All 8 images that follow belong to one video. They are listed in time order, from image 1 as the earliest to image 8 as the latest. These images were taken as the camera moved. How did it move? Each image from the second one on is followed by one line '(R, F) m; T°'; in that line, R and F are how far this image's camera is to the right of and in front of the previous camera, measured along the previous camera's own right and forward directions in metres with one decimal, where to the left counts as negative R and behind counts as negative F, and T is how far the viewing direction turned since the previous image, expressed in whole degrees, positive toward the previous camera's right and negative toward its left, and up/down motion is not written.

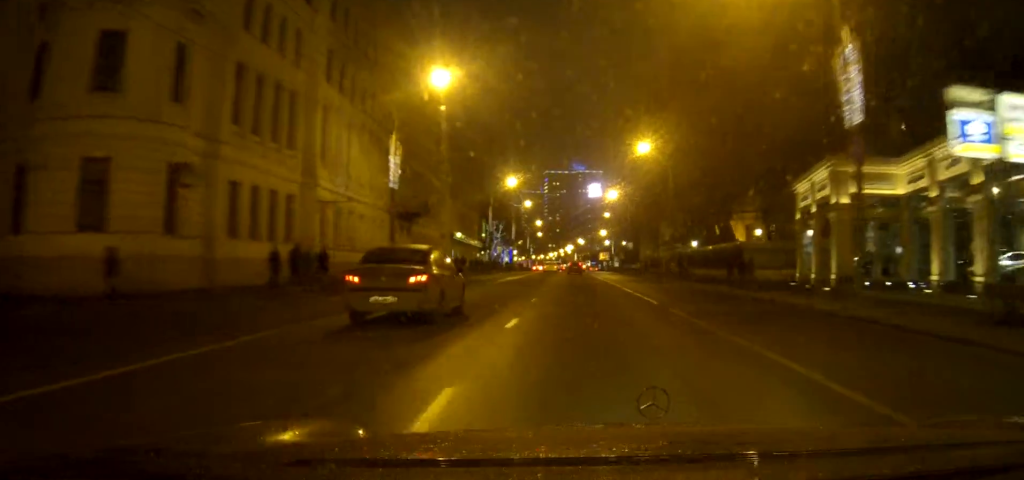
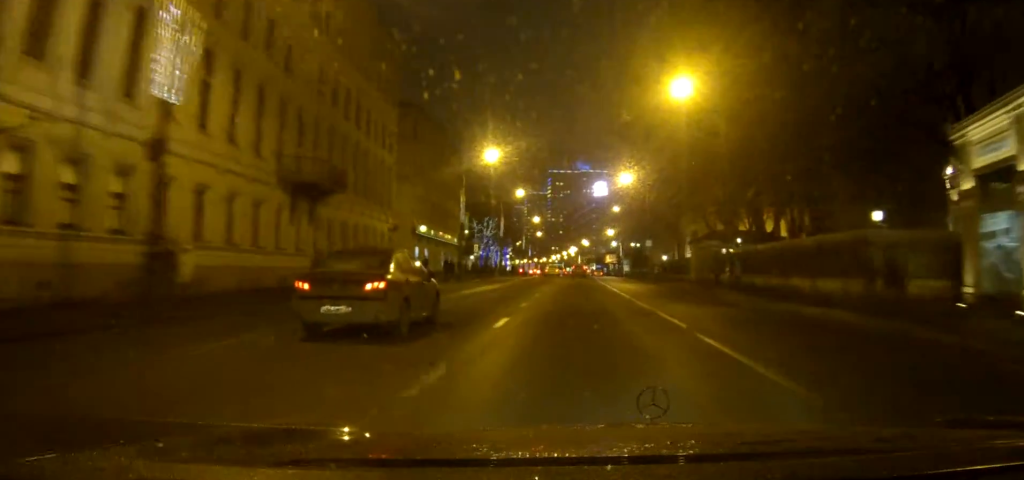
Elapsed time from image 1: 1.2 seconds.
(-0.1, +22.5) m; -1°
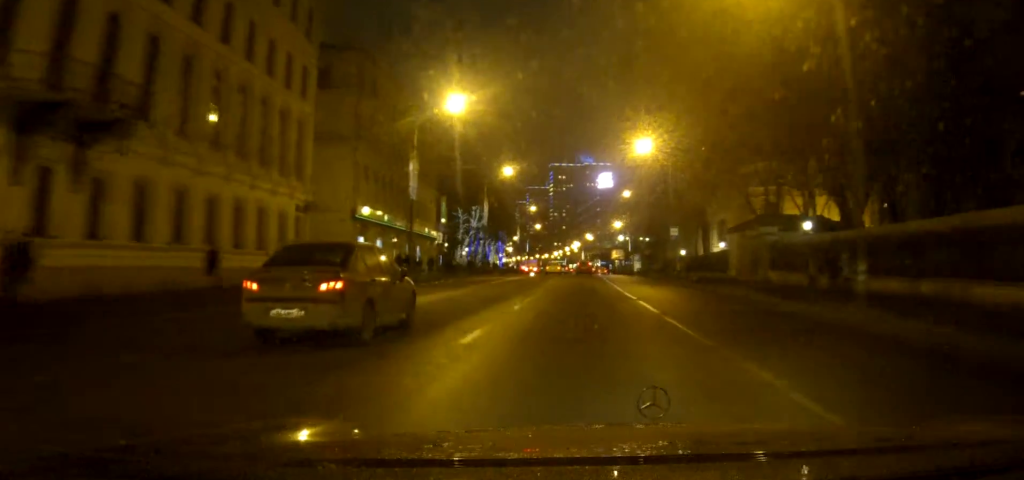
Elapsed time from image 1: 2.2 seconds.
(-0.1, +19.4) m; 0°
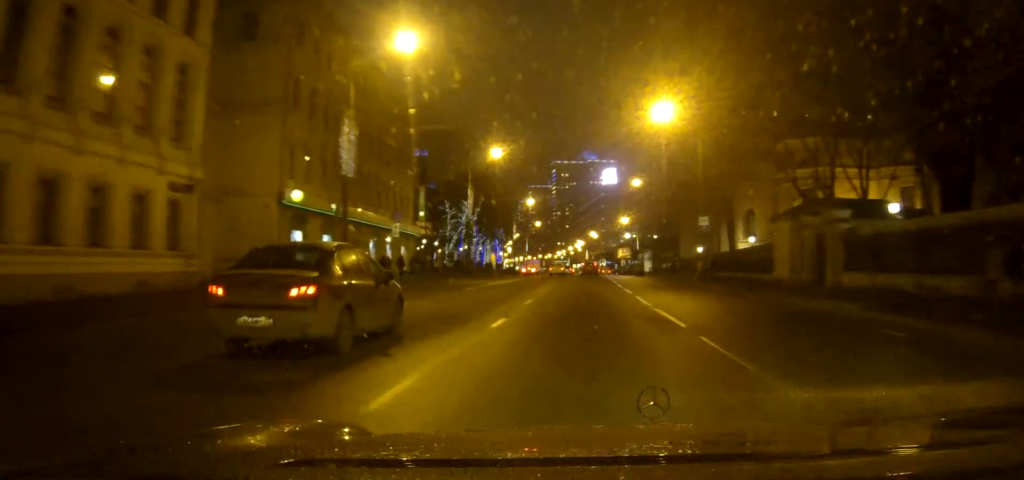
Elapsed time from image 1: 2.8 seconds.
(0.0, +13.0) m; 0°
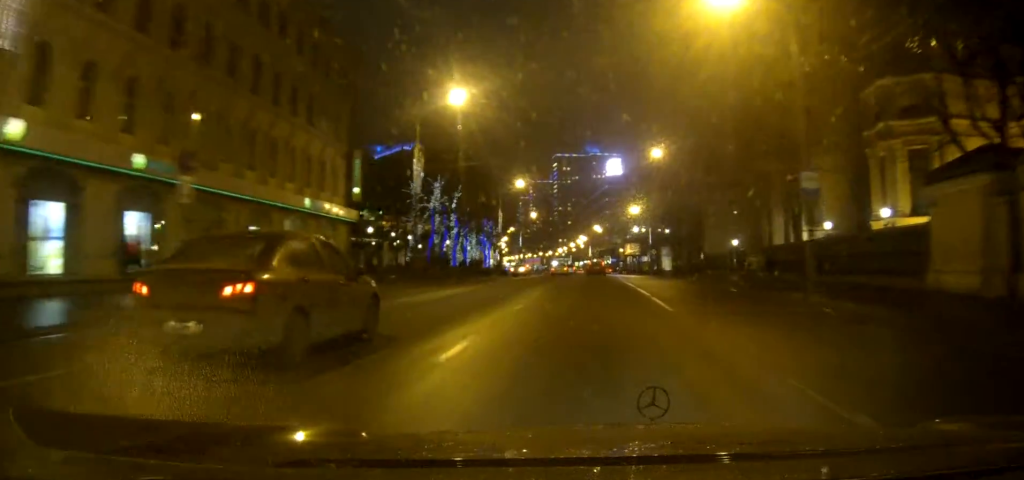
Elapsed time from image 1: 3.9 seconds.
(0.0, +21.5) m; 0°
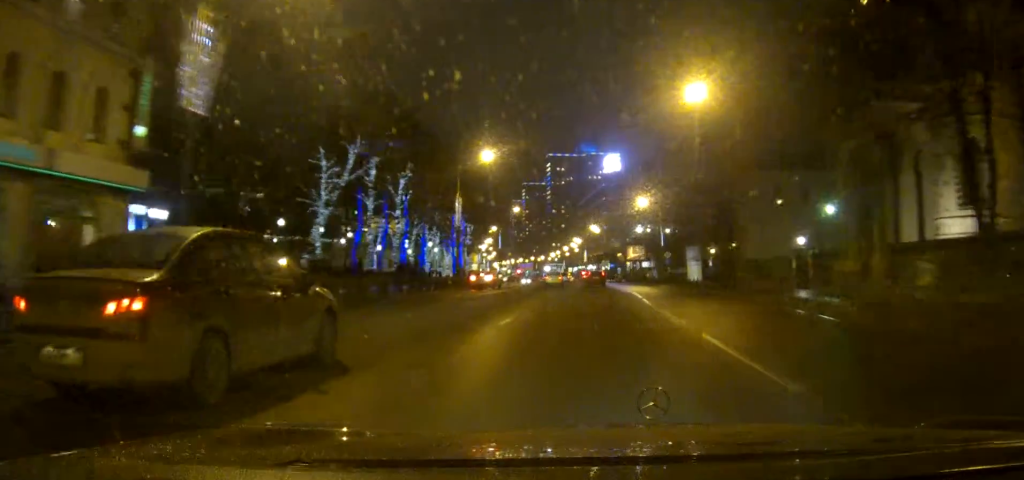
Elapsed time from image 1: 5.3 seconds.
(+0.3, +26.0) m; +1°
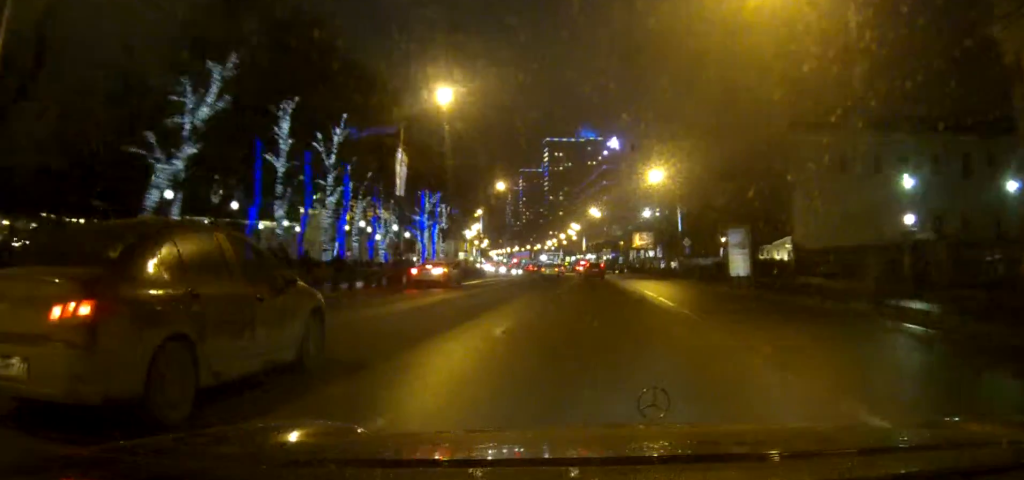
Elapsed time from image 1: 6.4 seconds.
(0.0, +19.1) m; 0°
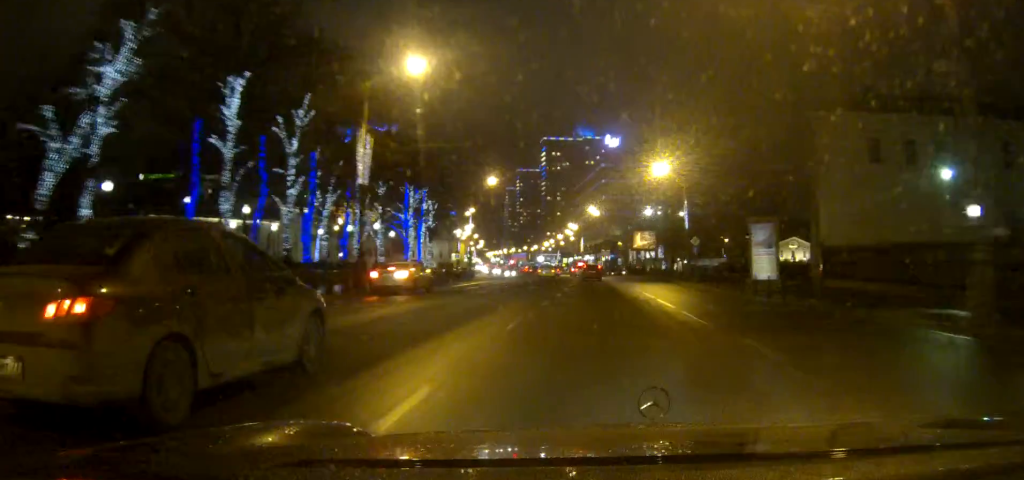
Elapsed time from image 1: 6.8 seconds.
(0.0, +6.9) m; 0°
